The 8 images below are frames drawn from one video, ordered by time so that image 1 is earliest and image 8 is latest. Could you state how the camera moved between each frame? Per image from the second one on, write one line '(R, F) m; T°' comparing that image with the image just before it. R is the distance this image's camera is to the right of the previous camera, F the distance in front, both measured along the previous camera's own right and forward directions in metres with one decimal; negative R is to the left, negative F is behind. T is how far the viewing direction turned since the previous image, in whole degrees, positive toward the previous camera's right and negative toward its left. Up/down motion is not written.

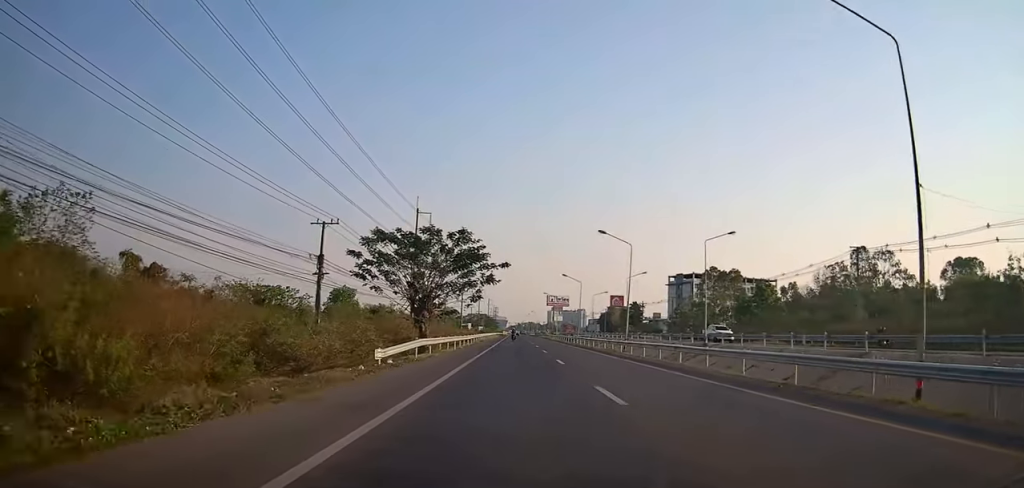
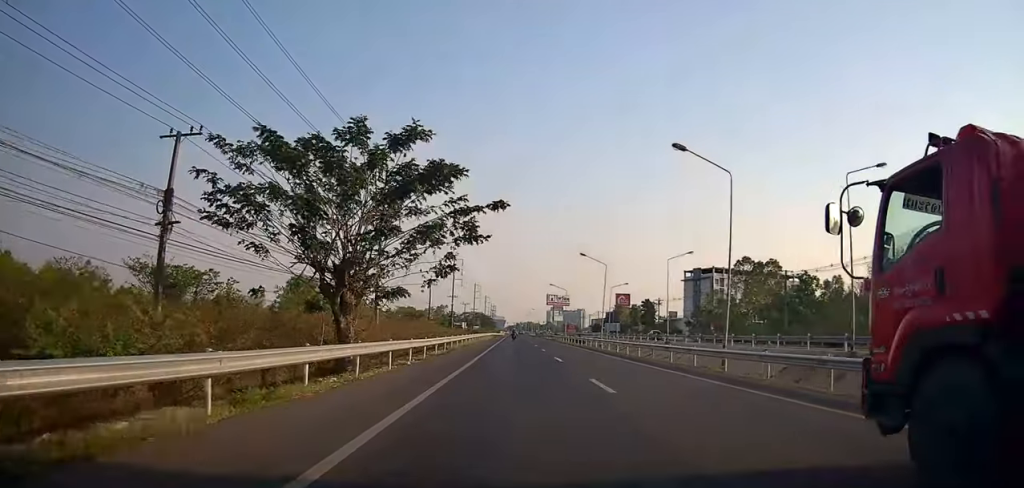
(-0.4, +22.1) m; -2°
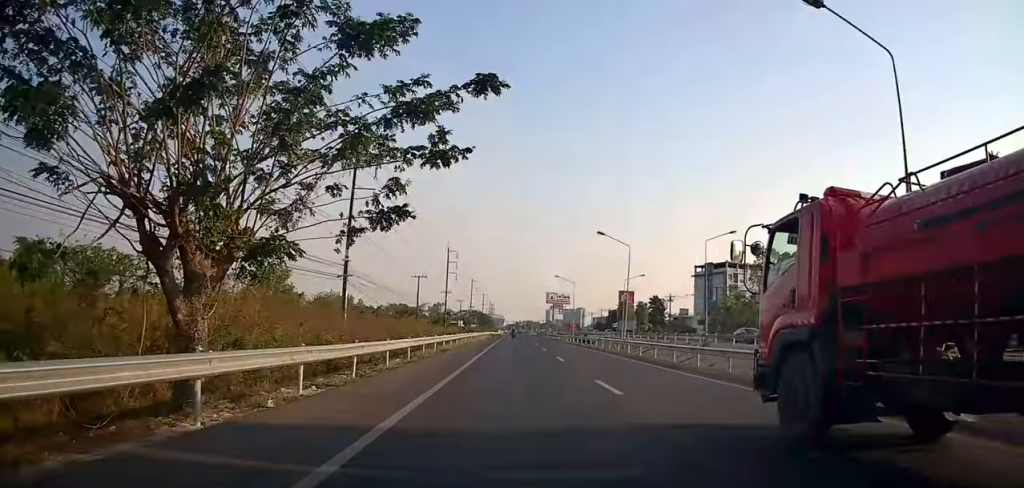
(-0.5, +12.4) m; 0°
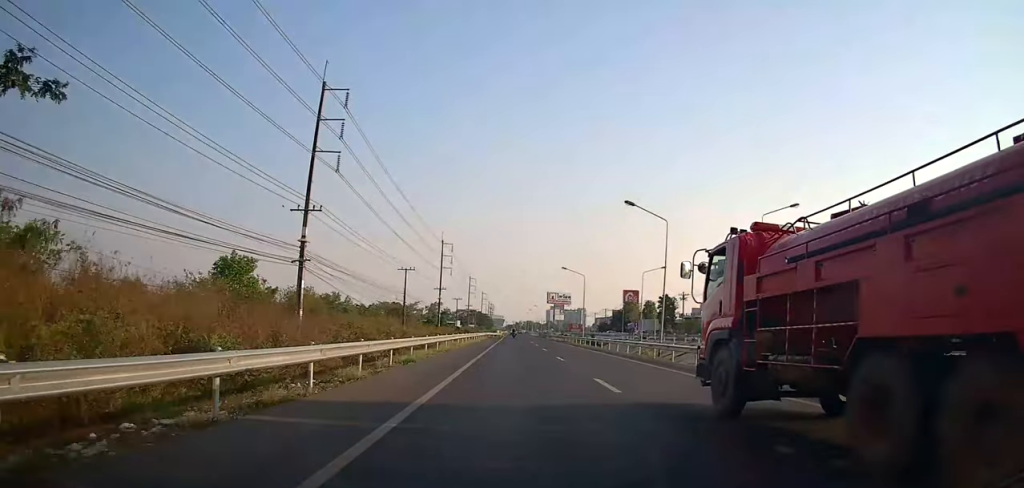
(+0.4, +11.6) m; +1°
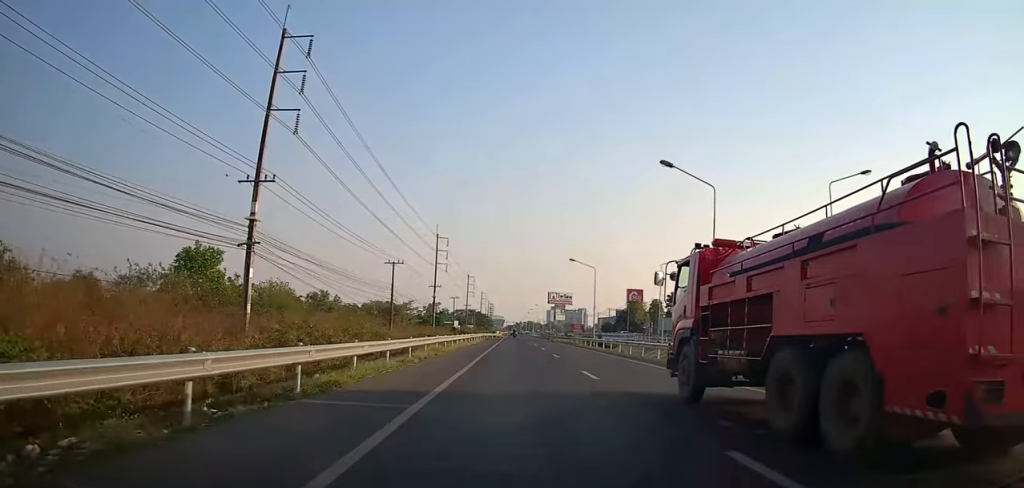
(+0.1, +8.8) m; +1°
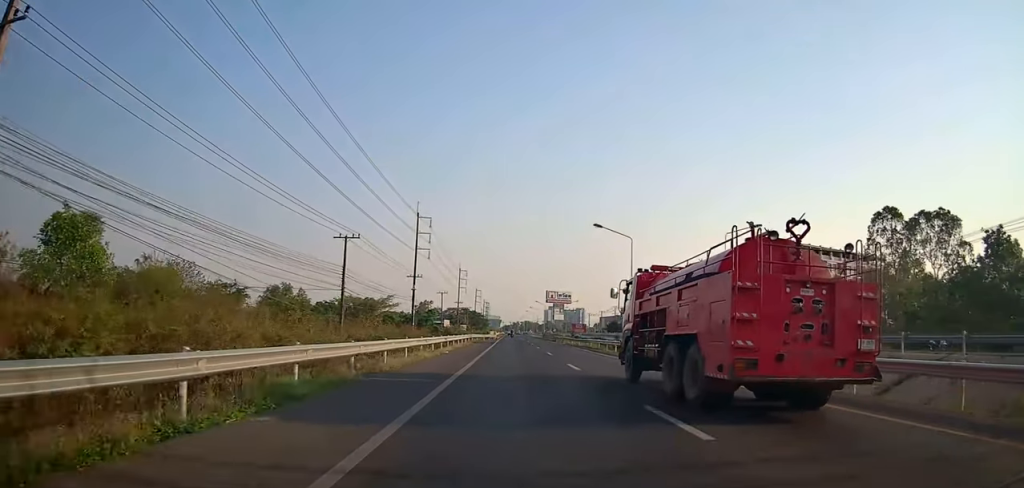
(+0.1, +20.4) m; 0°
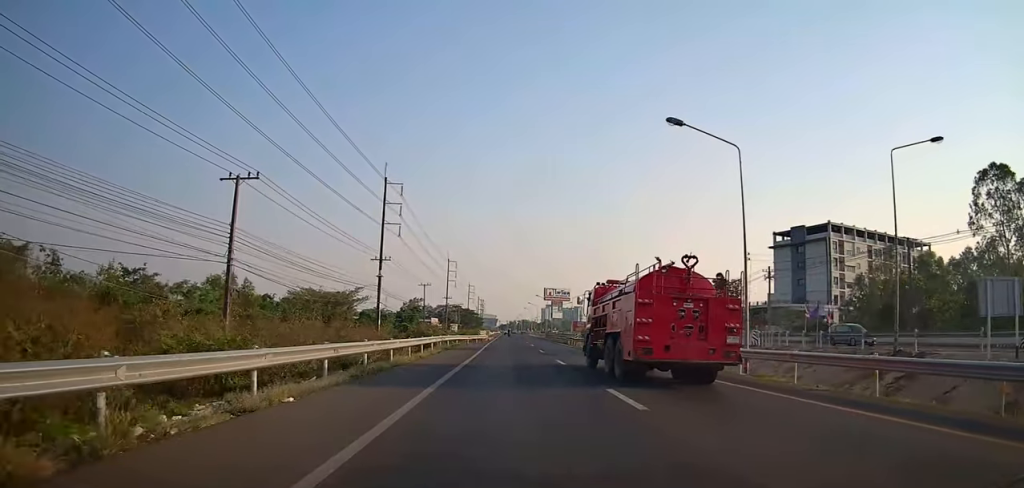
(0.0, +21.5) m; -1°
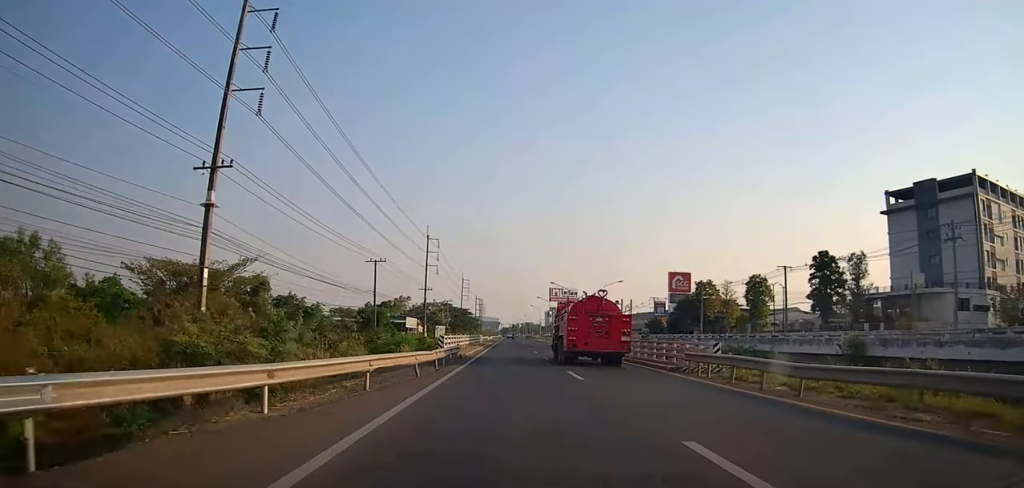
(-1.0, +41.4) m; 0°
